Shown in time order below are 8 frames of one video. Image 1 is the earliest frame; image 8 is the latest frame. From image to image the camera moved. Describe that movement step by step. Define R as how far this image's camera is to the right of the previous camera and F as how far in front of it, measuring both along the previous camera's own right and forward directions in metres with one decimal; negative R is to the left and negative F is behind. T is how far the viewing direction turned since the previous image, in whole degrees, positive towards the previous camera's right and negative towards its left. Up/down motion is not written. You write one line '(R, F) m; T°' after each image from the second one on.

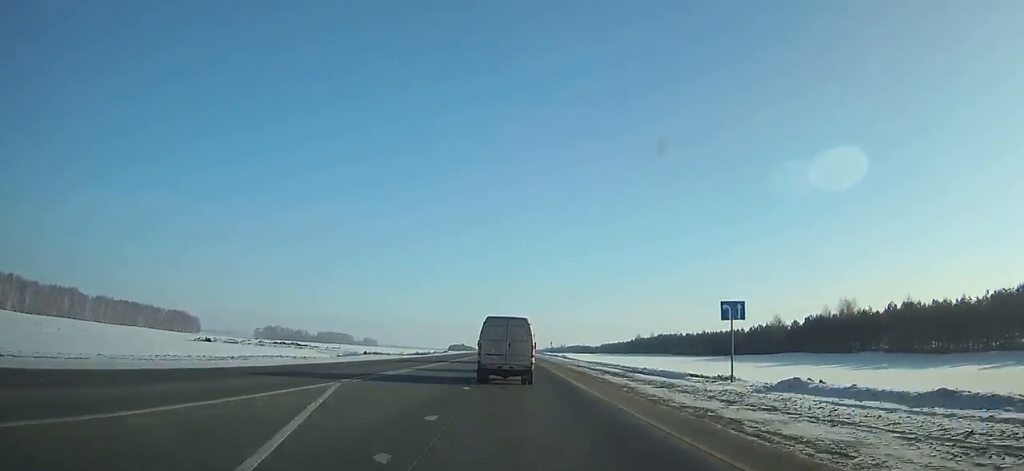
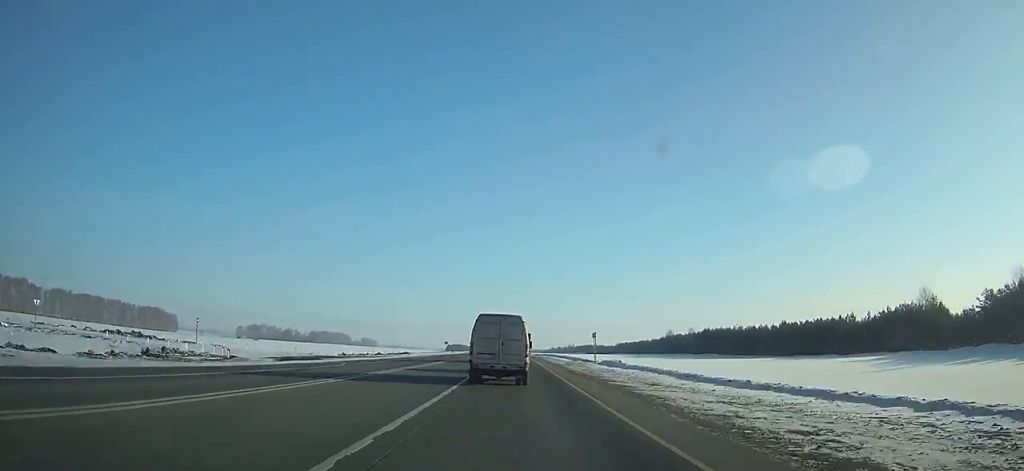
(-0.1, +62.7) m; 0°
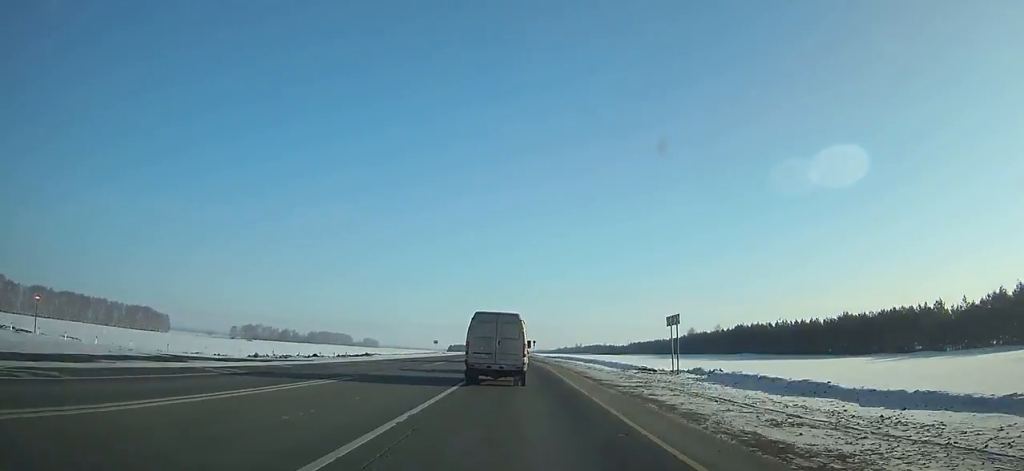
(-0.1, +28.2) m; -1°
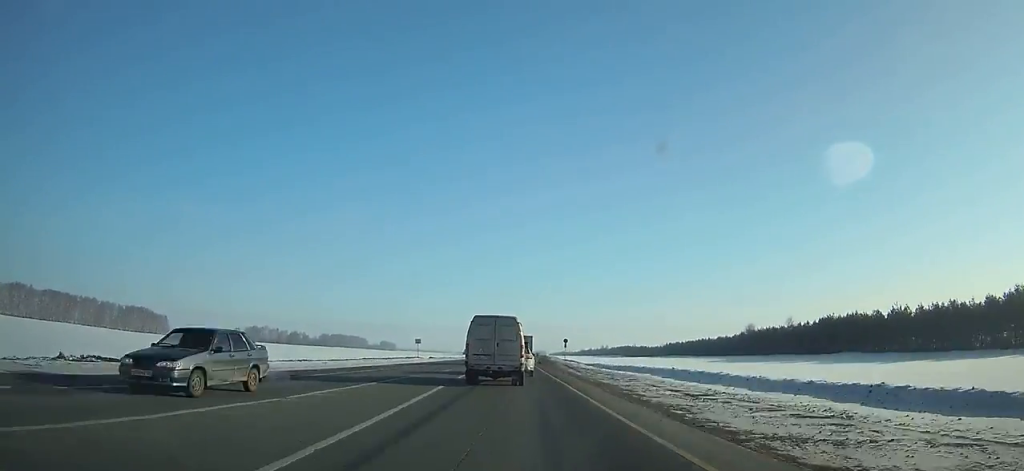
(-0.3, +45.8) m; -1°
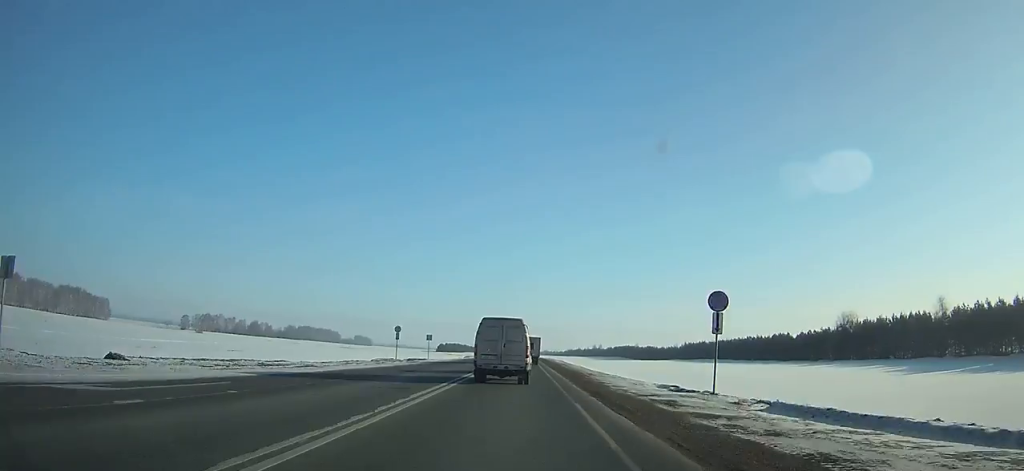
(-0.5, +76.0) m; 0°
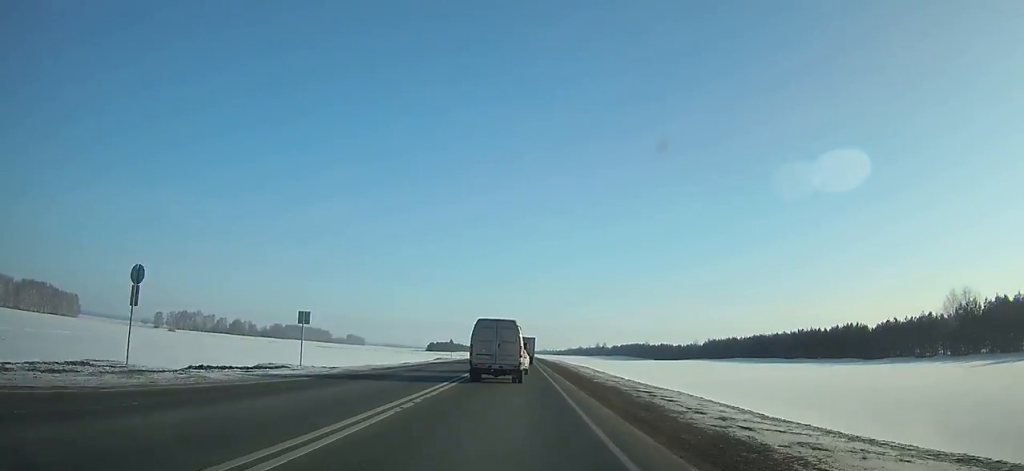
(+0.3, +43.2) m; 0°
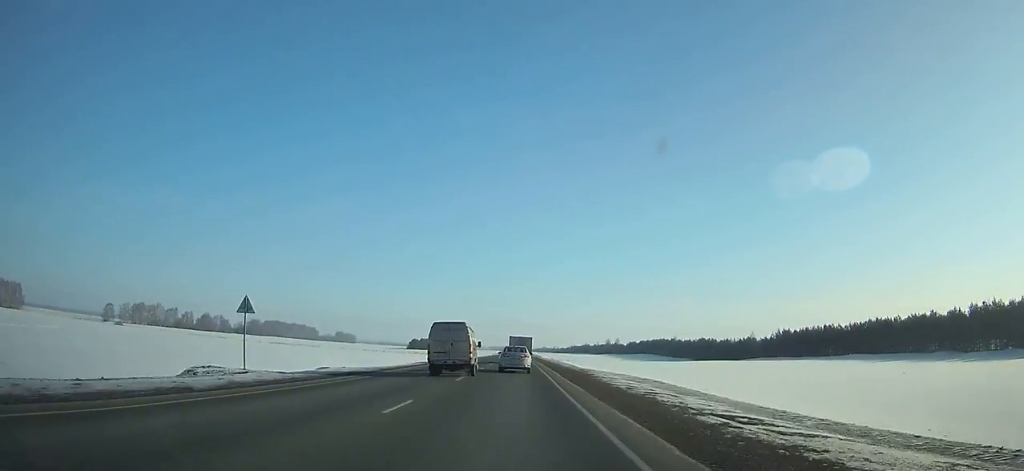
(+0.1, +73.5) m; 0°
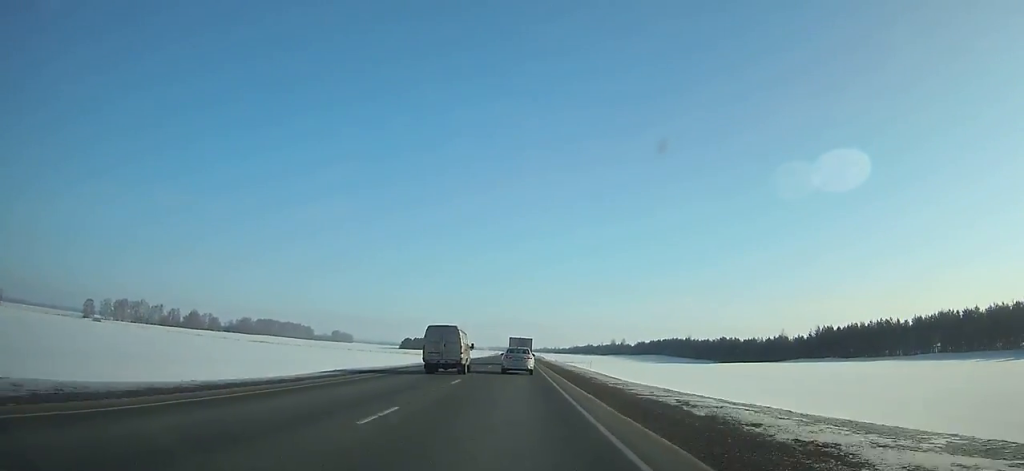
(0.0, +26.0) m; 0°
